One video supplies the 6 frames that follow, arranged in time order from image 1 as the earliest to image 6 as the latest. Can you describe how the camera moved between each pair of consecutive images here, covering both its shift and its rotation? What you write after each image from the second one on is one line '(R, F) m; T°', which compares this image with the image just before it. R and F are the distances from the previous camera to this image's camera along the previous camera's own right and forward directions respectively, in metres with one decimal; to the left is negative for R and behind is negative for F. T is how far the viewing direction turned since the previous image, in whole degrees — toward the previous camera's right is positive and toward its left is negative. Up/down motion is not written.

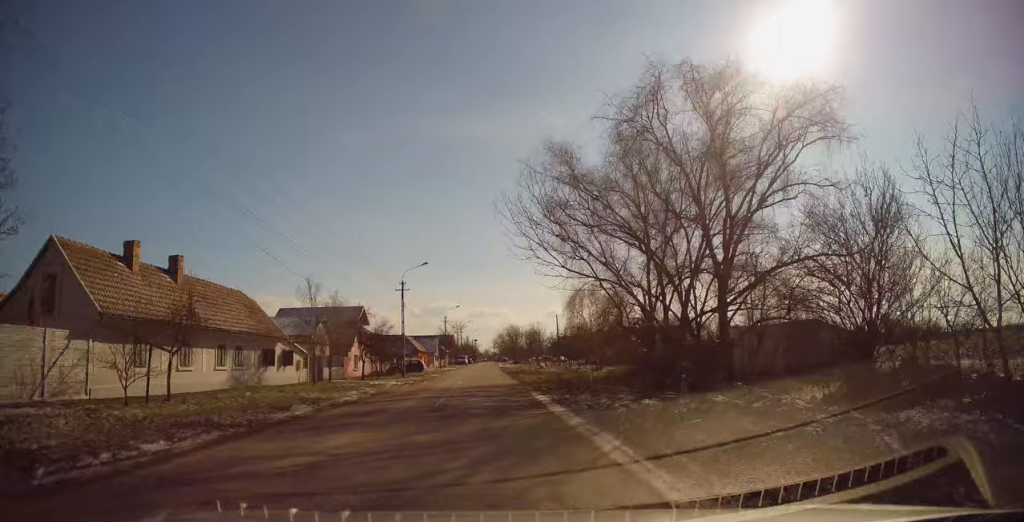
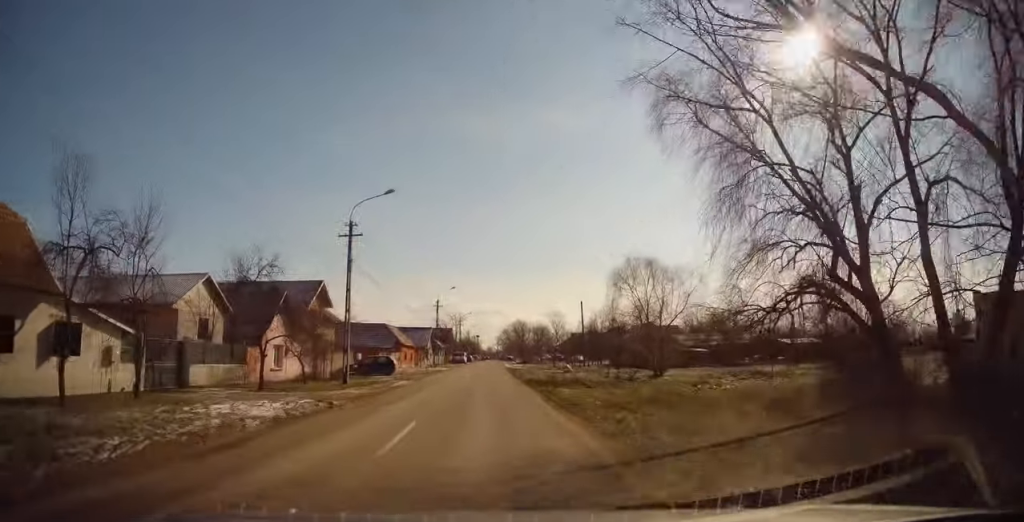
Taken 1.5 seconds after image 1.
(0.0, +18.9) m; 0°
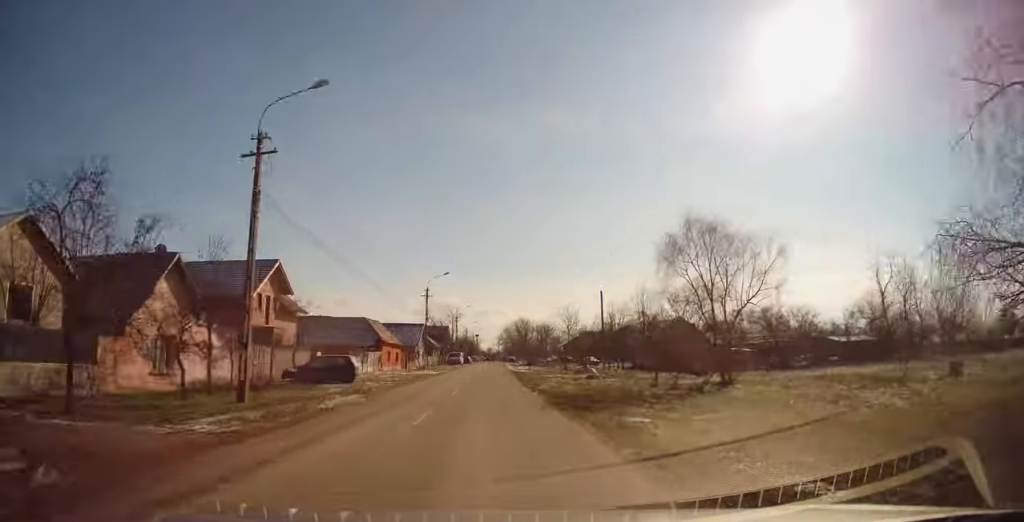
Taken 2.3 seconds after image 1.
(0.0, +11.3) m; -1°
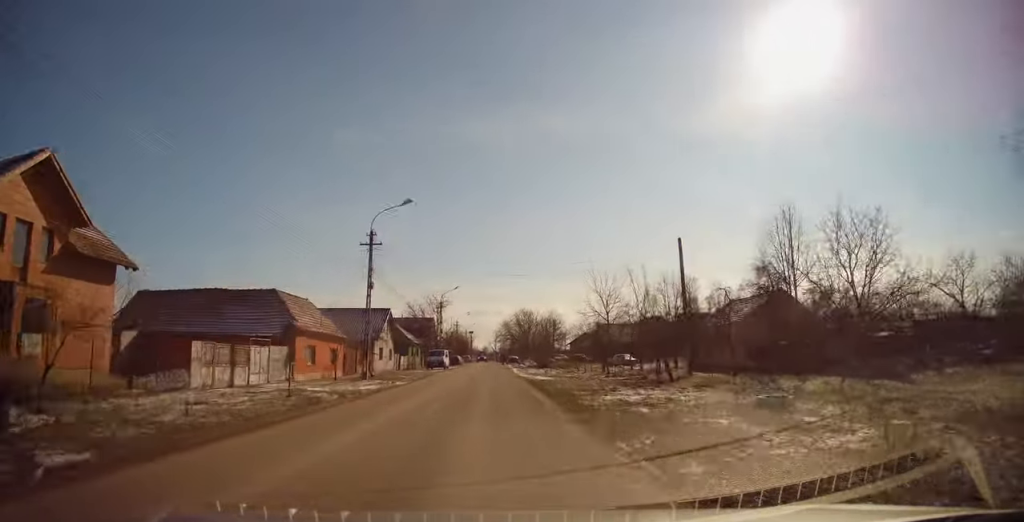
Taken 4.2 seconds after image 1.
(-0.4, +23.9) m; 0°
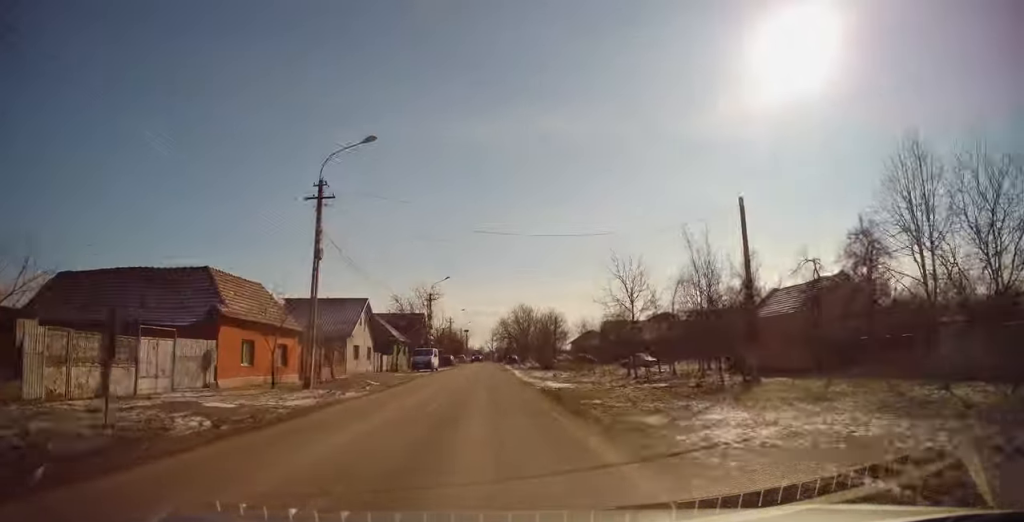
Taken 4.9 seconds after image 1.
(+0.2, +8.5) m; +1°
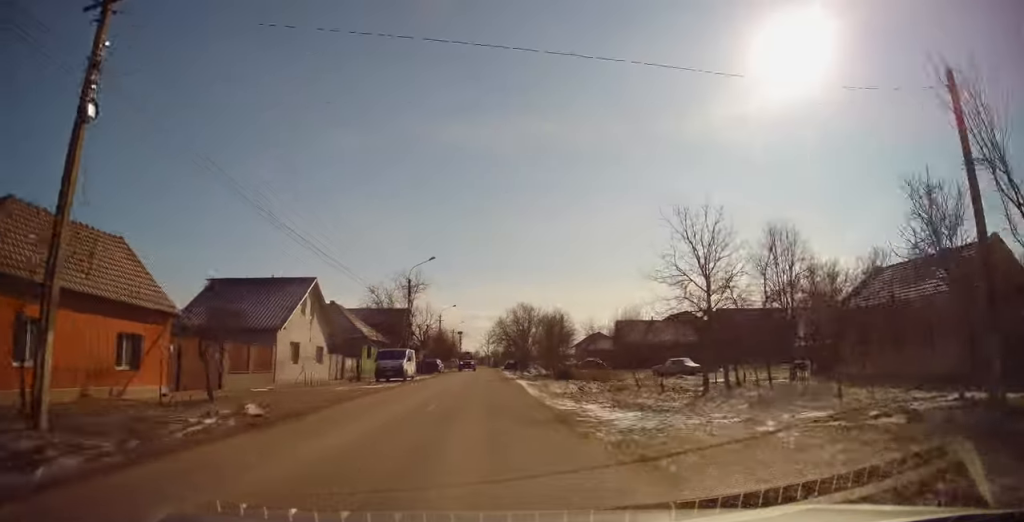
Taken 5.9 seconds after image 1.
(+0.1, +13.1) m; 0°
